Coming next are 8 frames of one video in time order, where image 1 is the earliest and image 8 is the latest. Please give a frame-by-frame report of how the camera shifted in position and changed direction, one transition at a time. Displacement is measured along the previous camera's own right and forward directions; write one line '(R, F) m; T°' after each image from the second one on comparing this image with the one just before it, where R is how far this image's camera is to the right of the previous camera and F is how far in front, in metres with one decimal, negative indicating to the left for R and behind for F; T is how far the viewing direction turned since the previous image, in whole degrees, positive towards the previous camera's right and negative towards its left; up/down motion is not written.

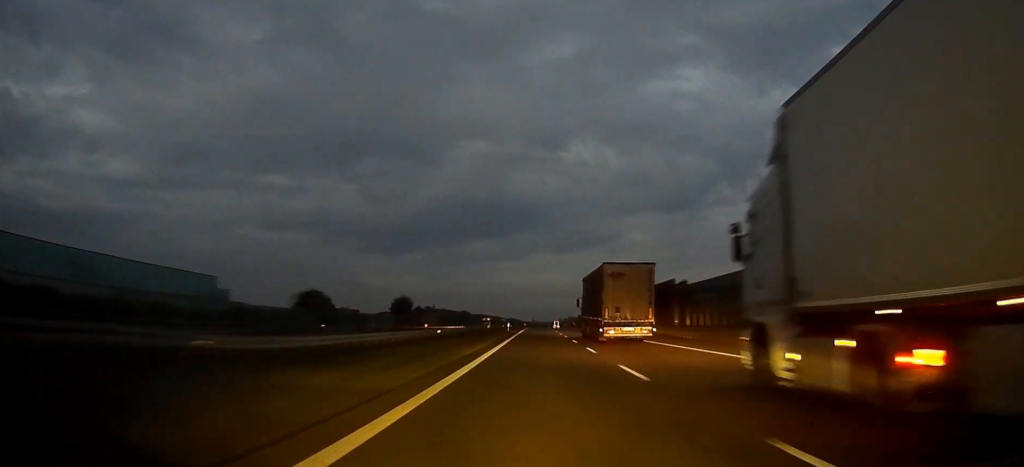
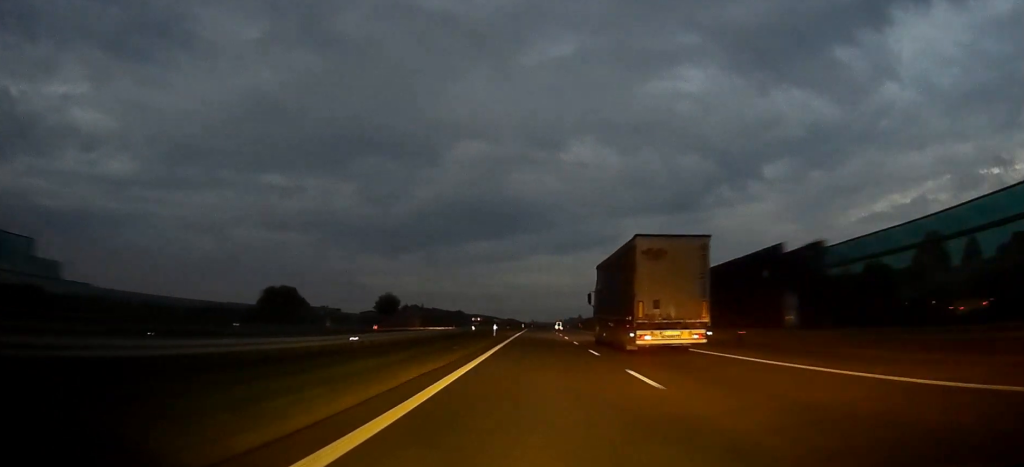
(0.0, +25.7) m; 0°
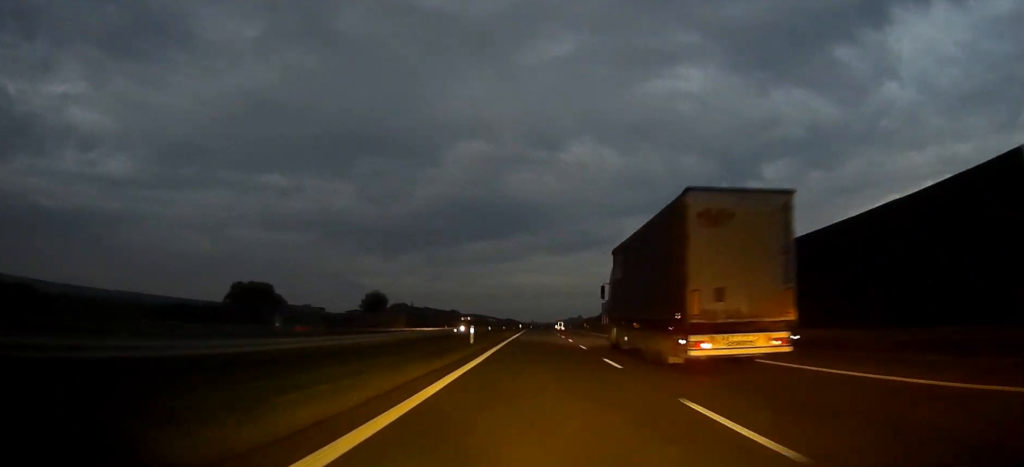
(0.0, +18.6) m; 0°
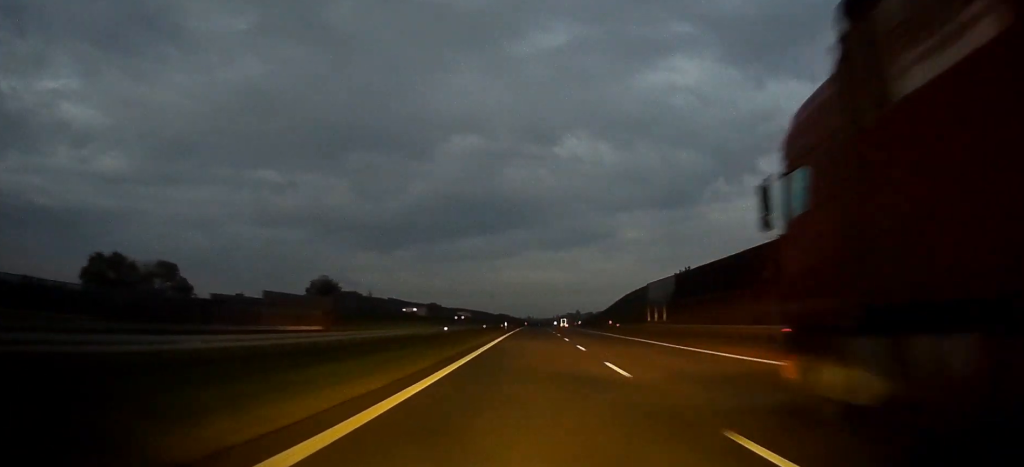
(+0.1, +51.3) m; 0°
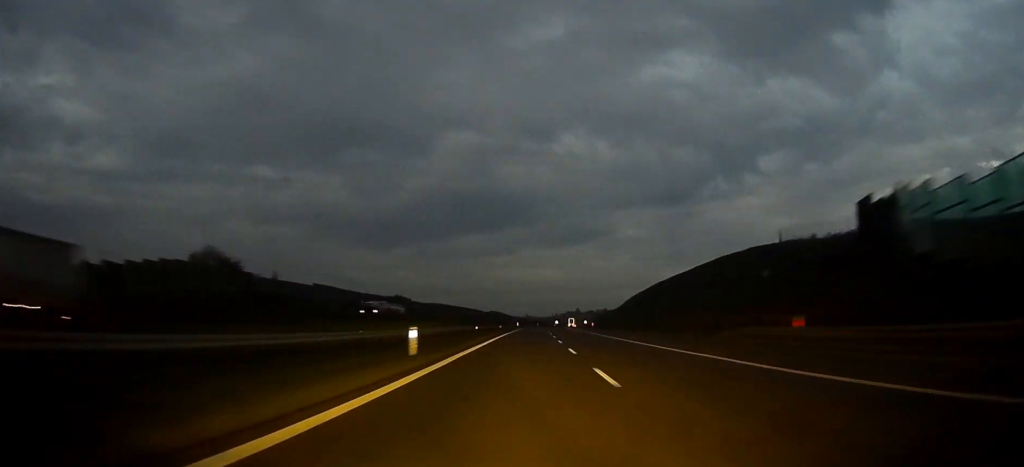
(0.0, +60.9) m; 0°
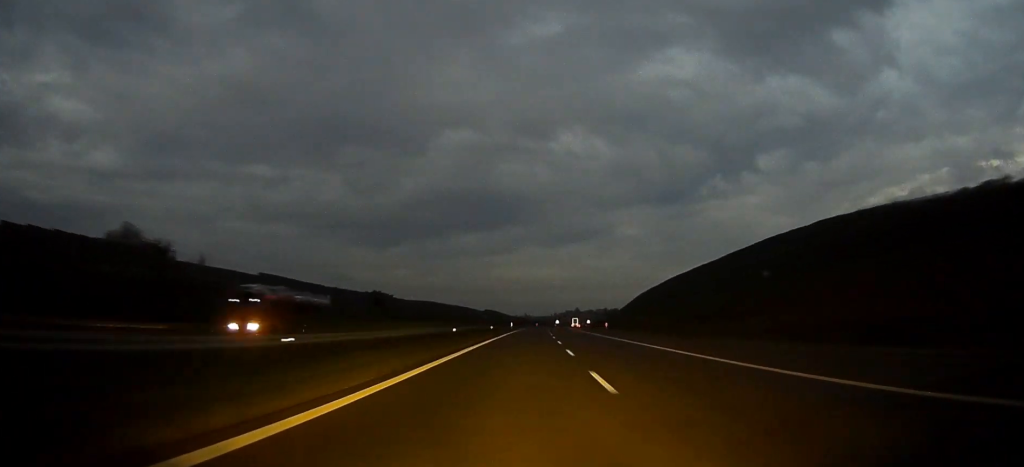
(0.0, +25.4) m; 0°
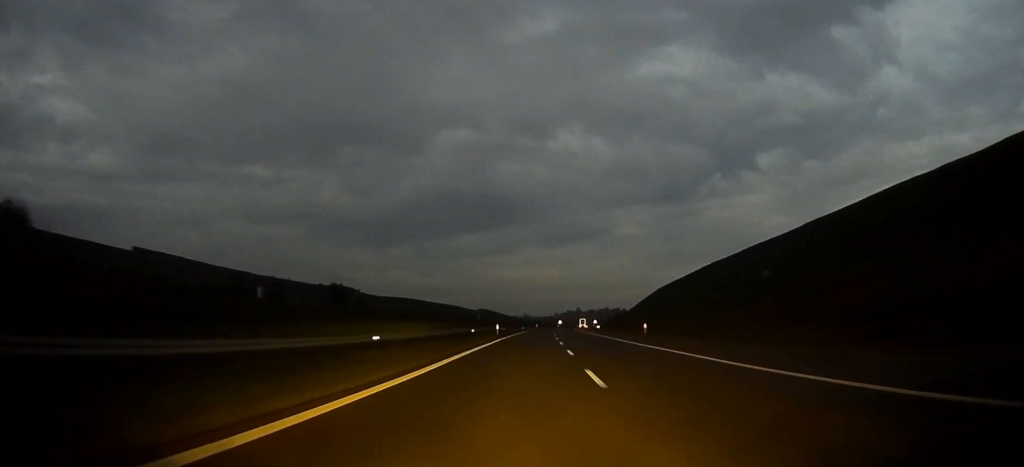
(0.0, +35.1) m; +1°
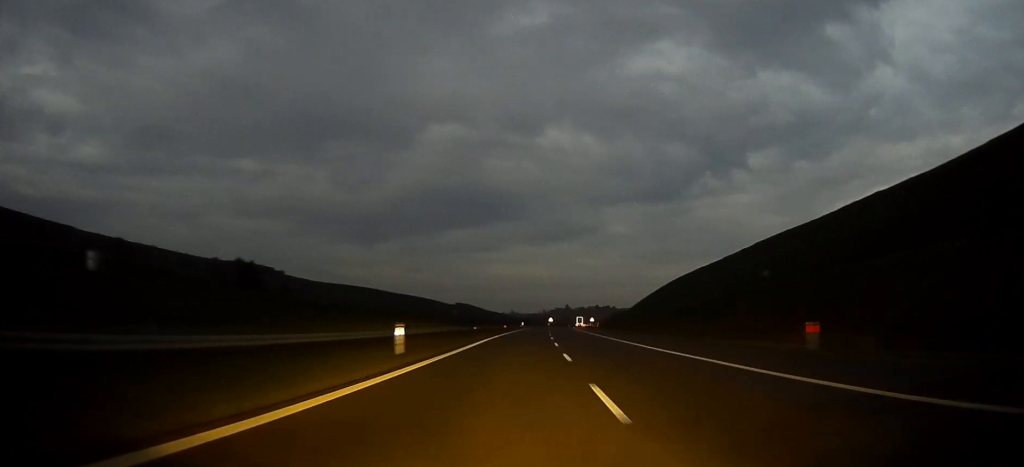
(+0.3, +40.6) m; +1°
